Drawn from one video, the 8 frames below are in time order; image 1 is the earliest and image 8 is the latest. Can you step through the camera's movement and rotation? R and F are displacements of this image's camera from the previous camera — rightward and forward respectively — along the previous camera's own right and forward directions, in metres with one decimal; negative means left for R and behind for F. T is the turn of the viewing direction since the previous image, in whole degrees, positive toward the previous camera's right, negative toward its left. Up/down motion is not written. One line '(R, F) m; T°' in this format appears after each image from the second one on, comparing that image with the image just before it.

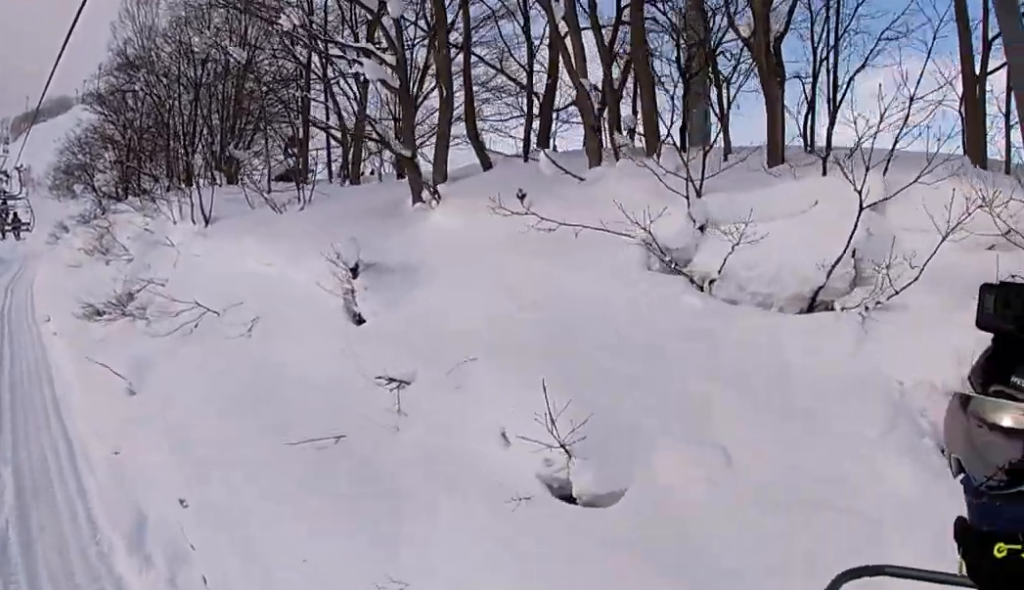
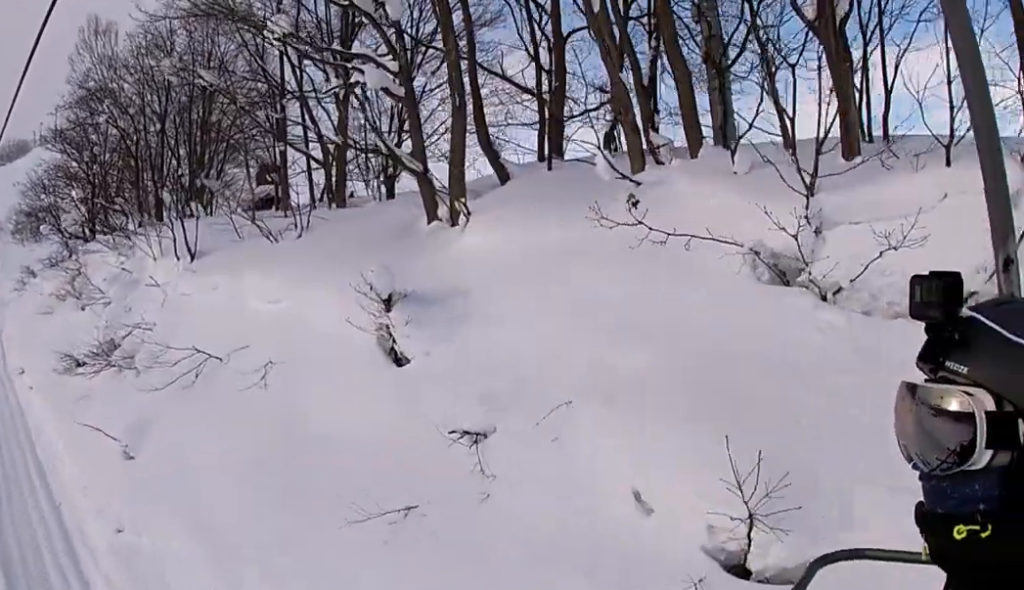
(-0.1, +1.7) m; +1°
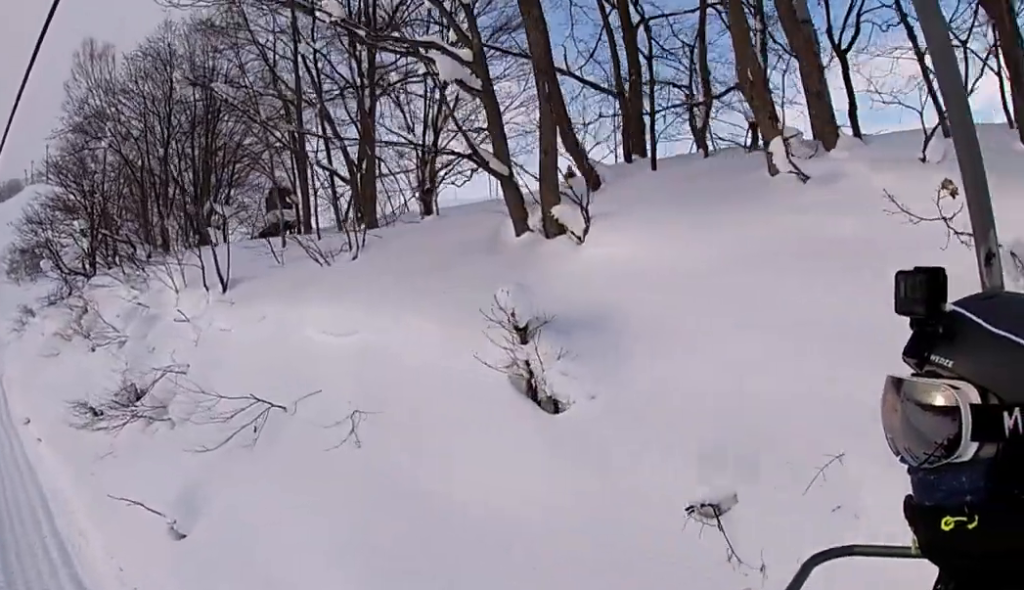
(+0.4, +2.7) m; +6°
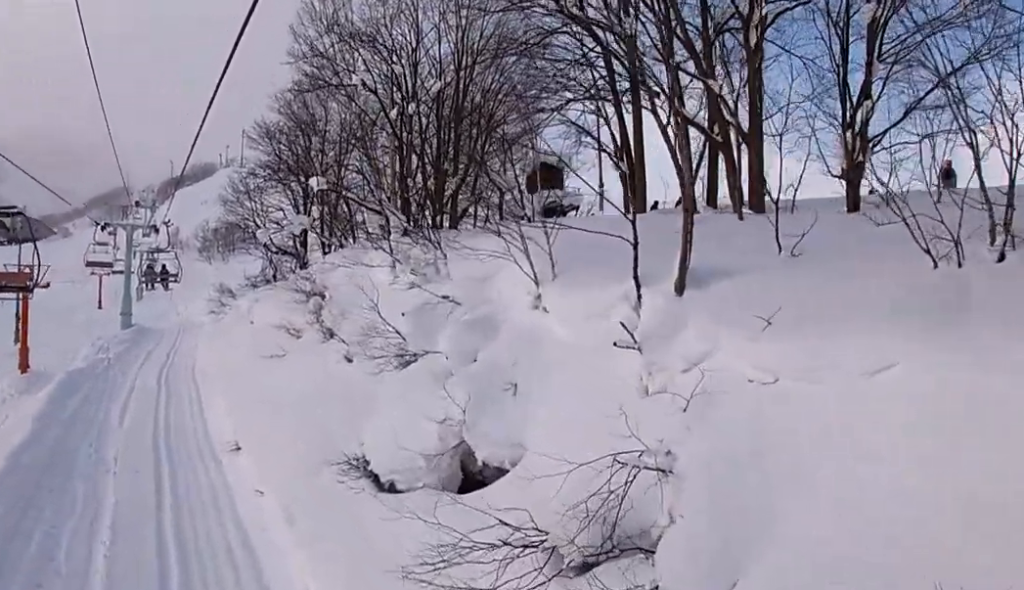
(-0.8, +8.6) m; -7°
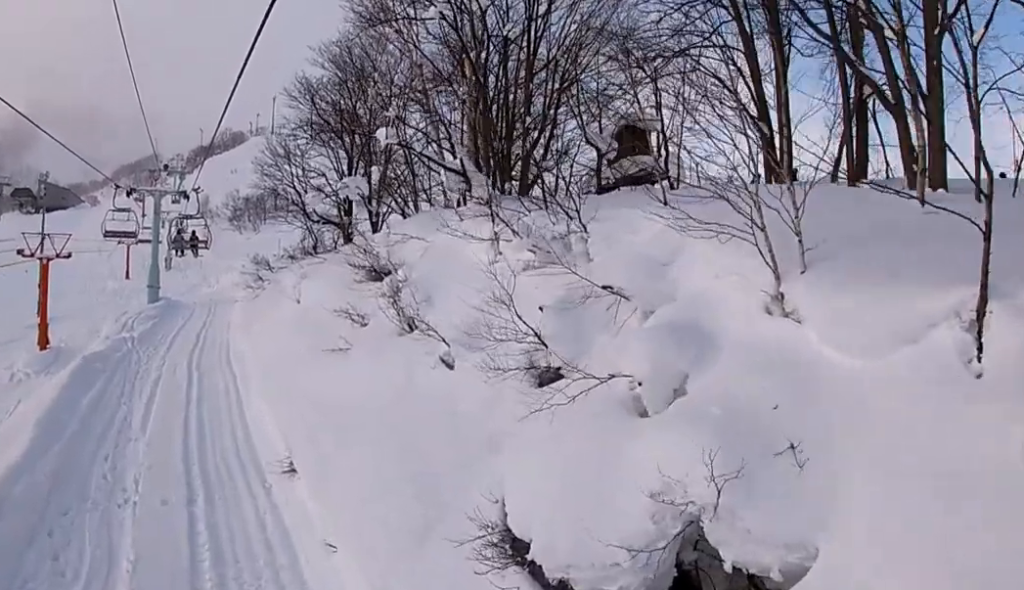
(+0.5, +3.8) m; 0°
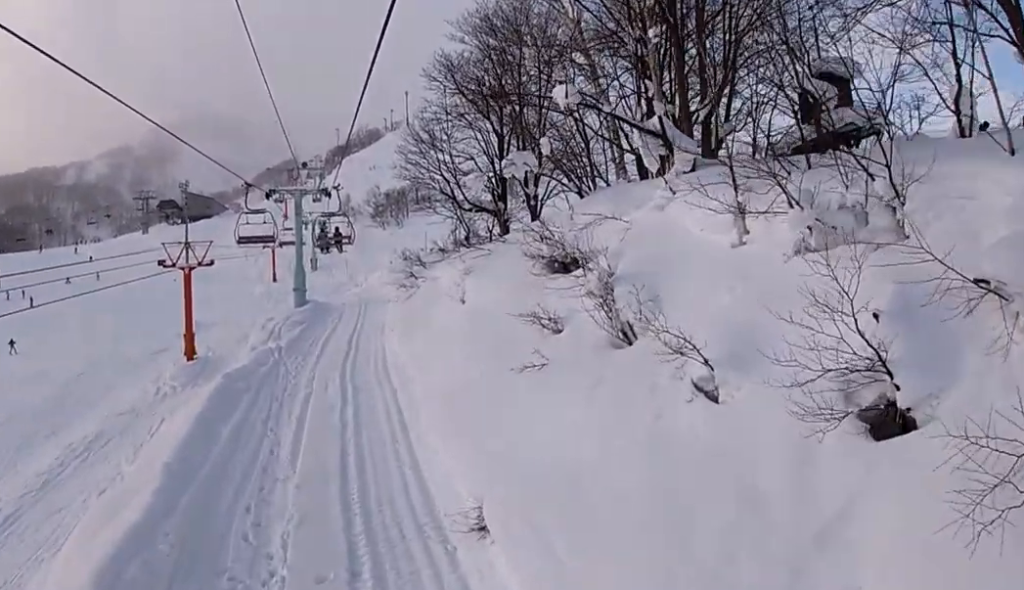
(-0.3, +3.0) m; 0°
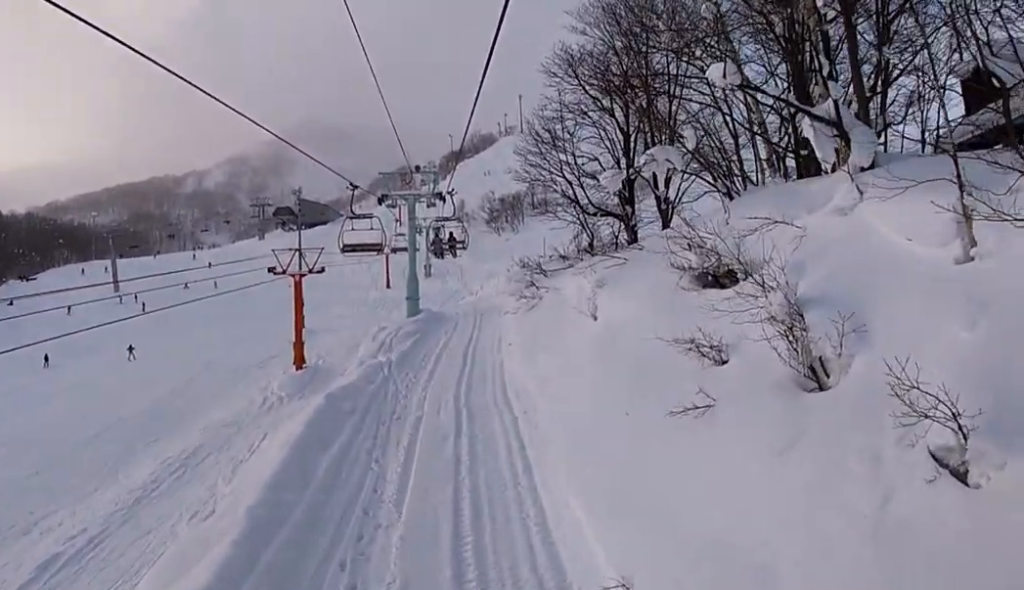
(-0.3, +1.9) m; 0°
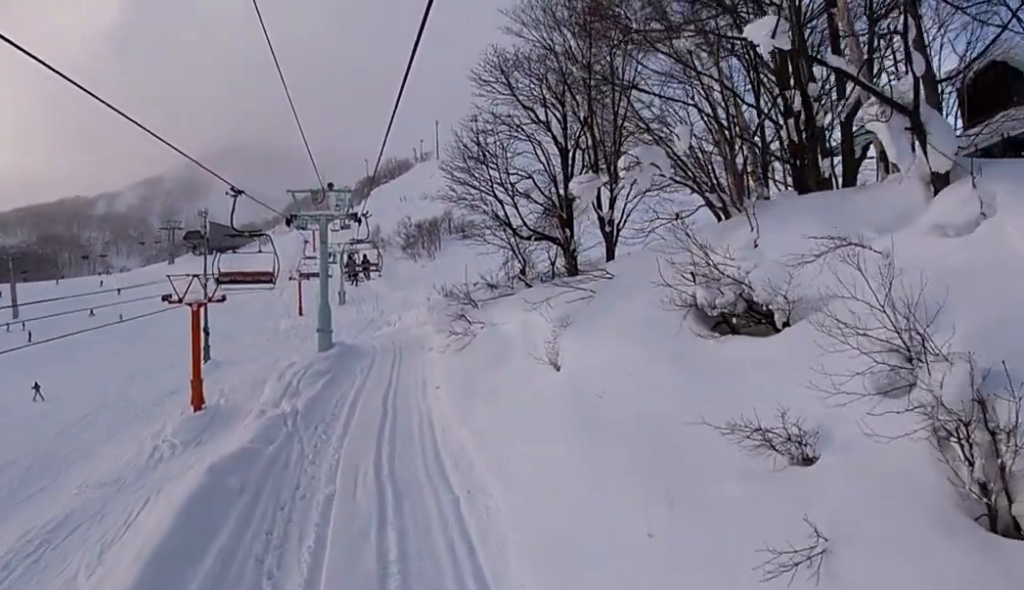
(+0.7, +4.4) m; +8°
